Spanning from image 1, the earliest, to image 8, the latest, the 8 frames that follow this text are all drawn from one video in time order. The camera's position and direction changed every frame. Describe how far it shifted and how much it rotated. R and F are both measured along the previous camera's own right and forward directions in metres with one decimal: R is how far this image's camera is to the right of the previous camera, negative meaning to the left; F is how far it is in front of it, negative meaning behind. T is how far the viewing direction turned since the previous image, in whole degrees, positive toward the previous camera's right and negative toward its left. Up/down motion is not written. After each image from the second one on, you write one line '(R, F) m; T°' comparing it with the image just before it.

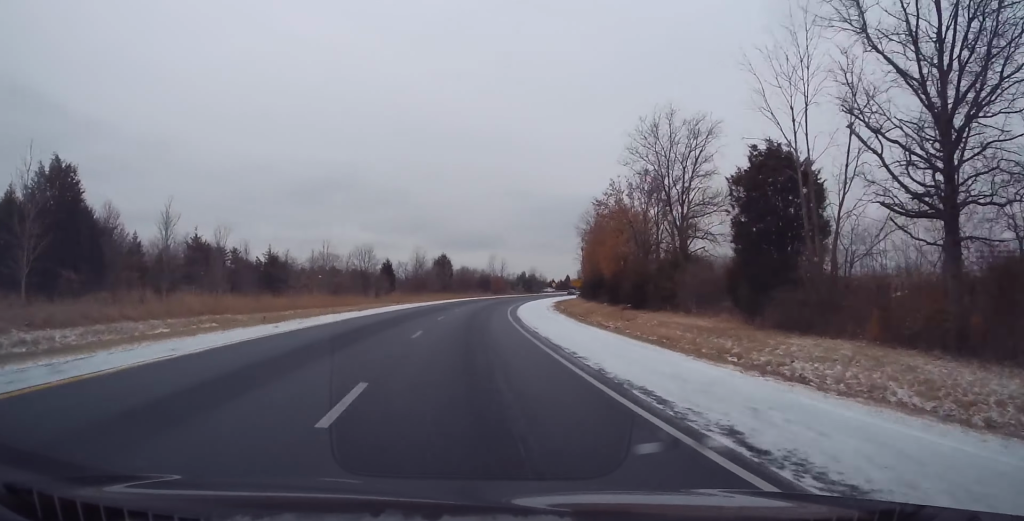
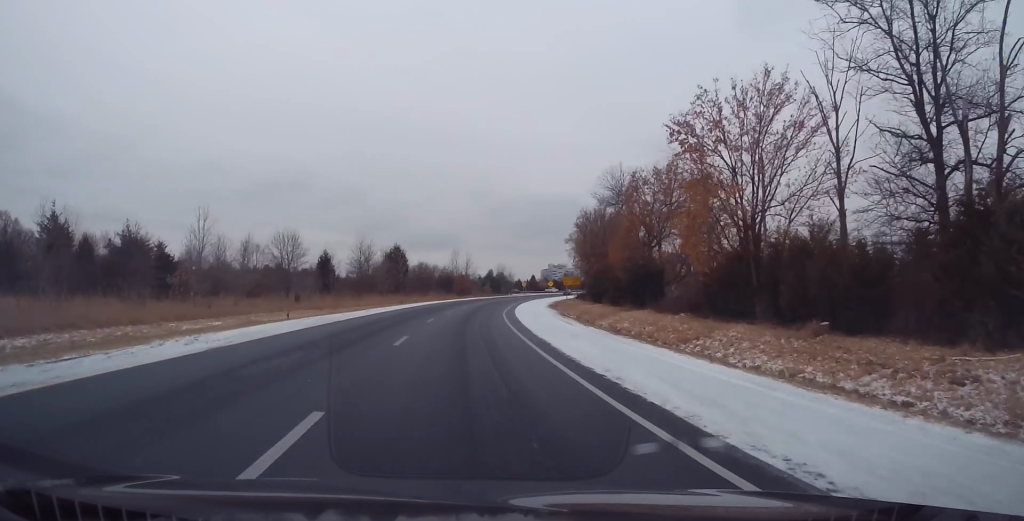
(+0.2, +27.4) m; +3°
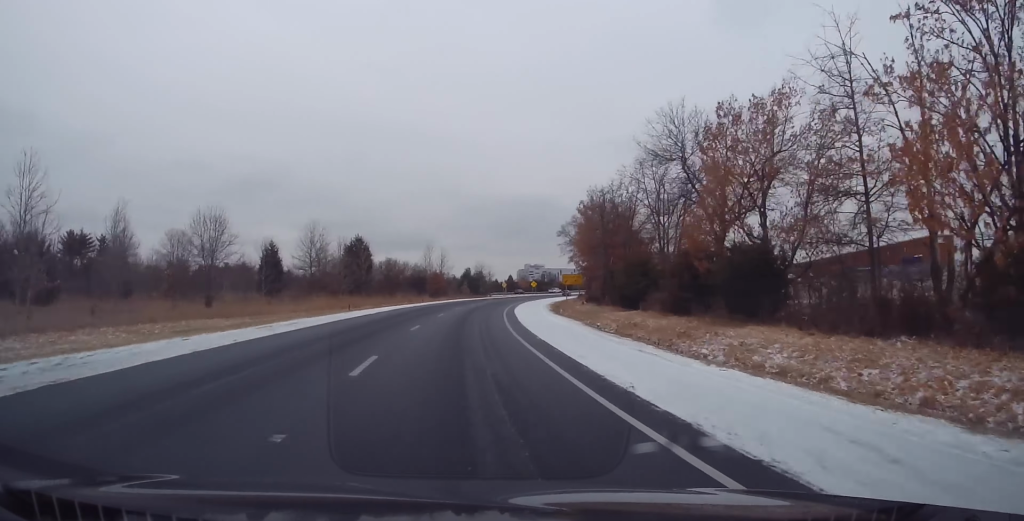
(+0.8, +18.0) m; +2°
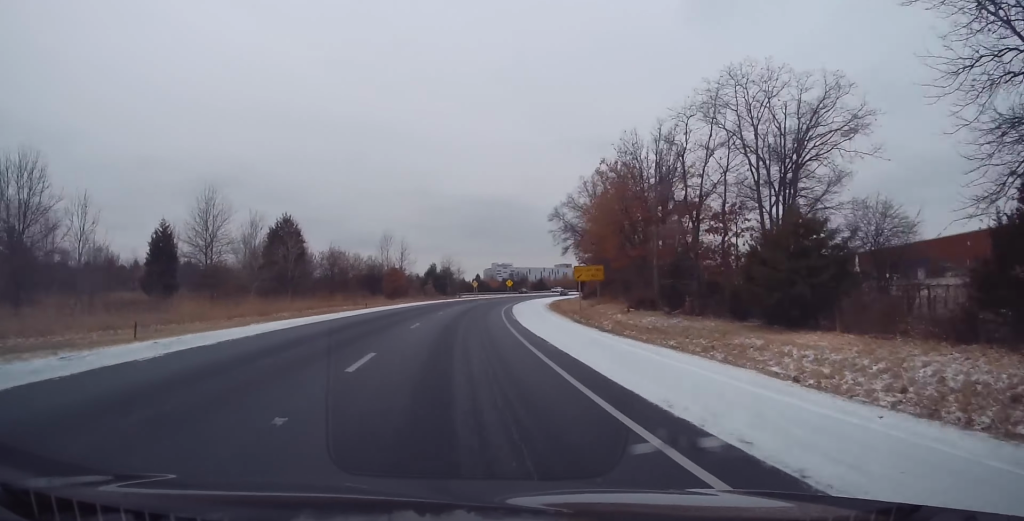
(+0.3, +24.0) m; +3°
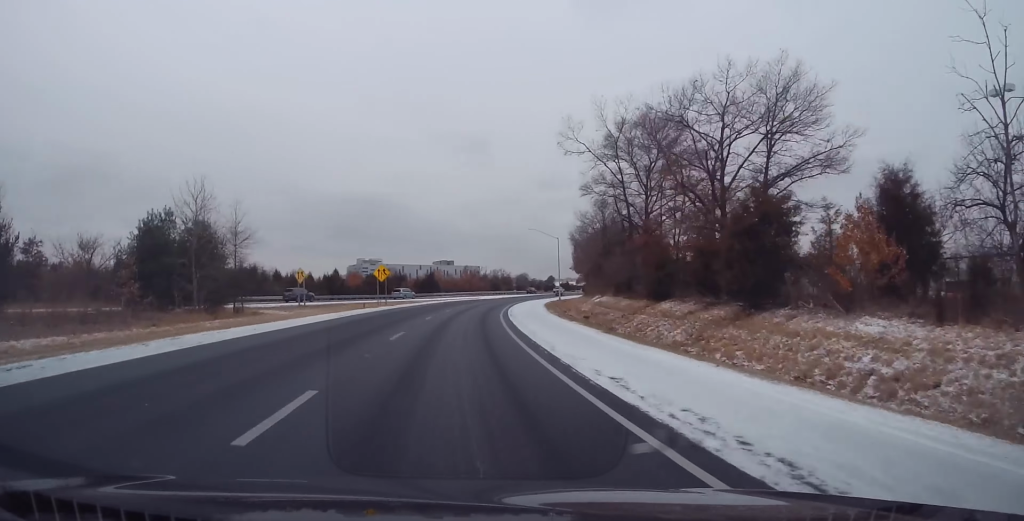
(+8.5, +91.3) m; +11°
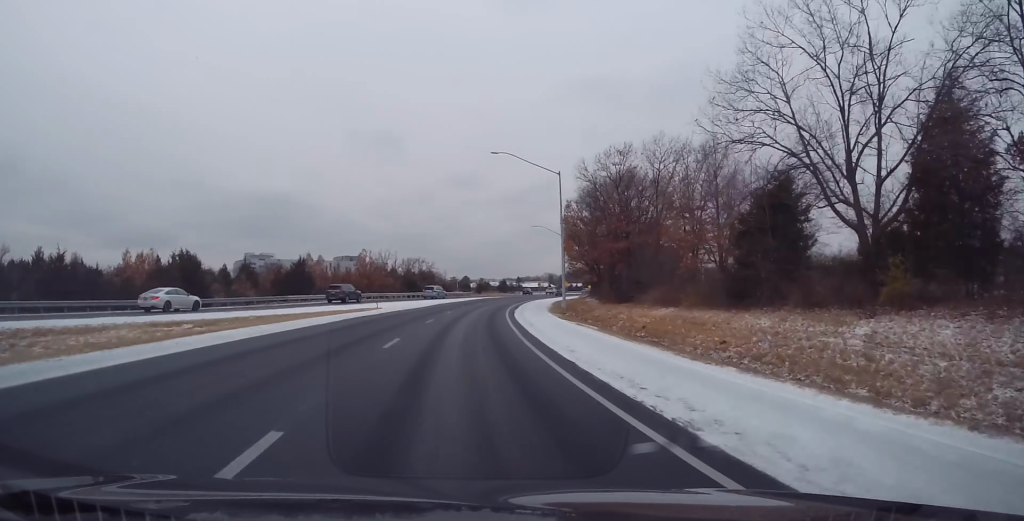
(+5.5, +63.6) m; +9°
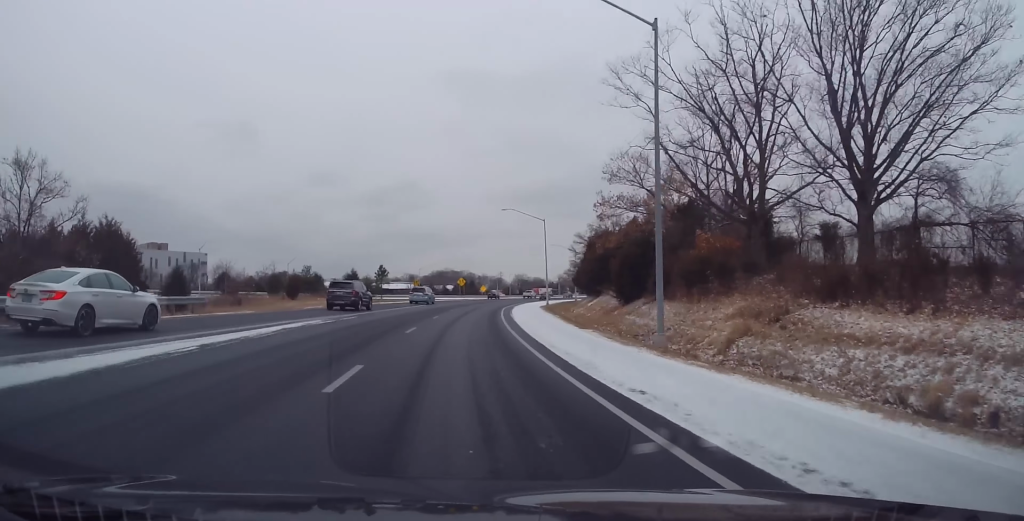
(+10.2, +88.7) m; +13°
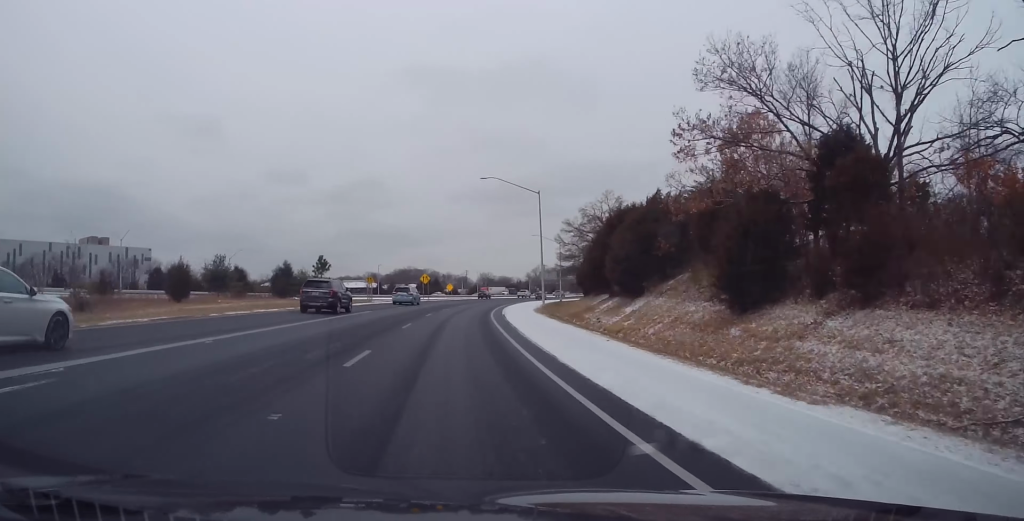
(+0.6, +21.9) m; +3°
